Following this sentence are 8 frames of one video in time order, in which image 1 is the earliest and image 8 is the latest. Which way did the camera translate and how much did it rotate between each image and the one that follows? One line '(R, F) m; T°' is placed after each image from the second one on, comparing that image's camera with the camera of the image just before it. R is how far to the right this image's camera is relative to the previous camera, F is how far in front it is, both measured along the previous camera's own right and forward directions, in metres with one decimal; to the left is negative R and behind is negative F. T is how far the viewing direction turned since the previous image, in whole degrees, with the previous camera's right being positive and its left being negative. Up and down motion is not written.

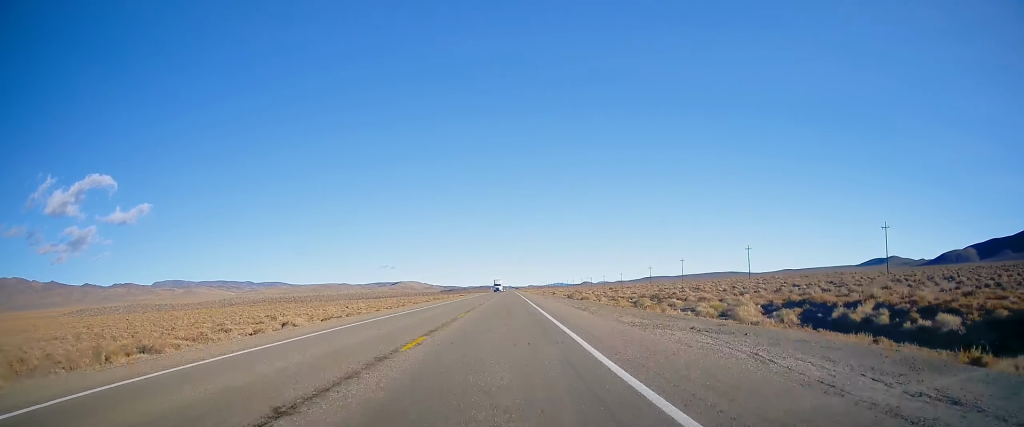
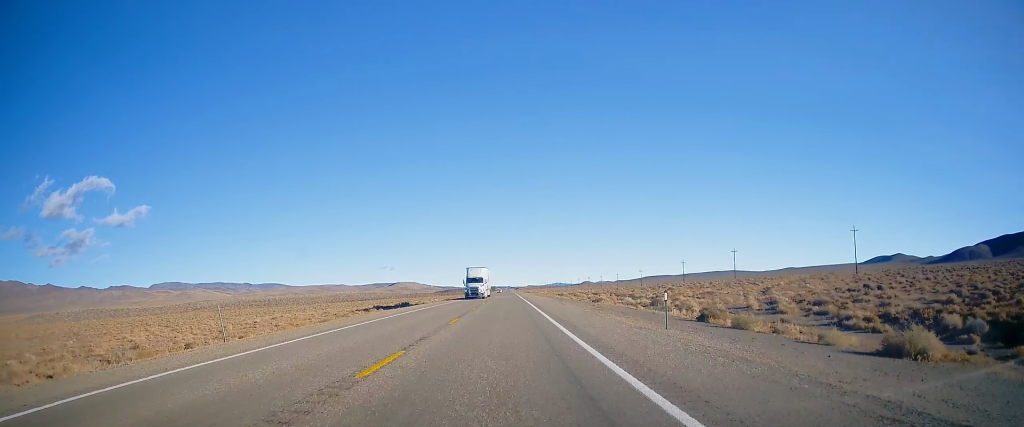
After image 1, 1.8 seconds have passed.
(-0.4, +64.3) m; 0°
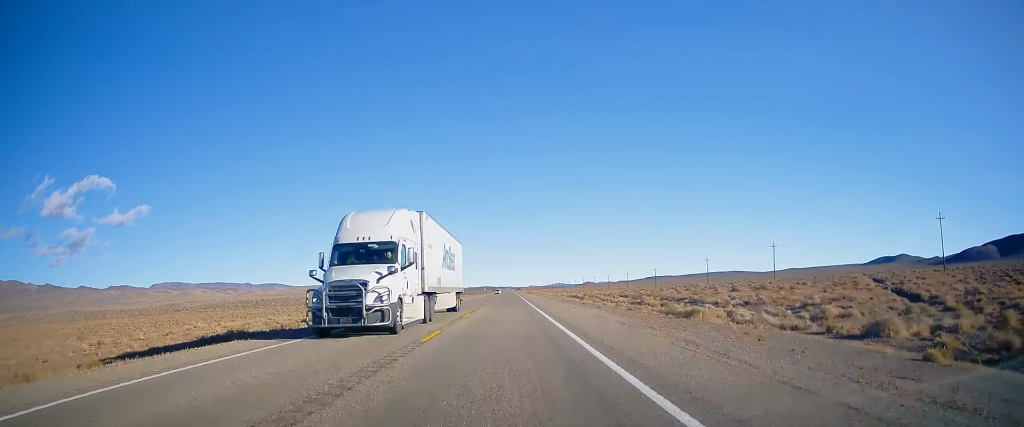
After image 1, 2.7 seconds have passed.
(0.0, +30.6) m; 0°
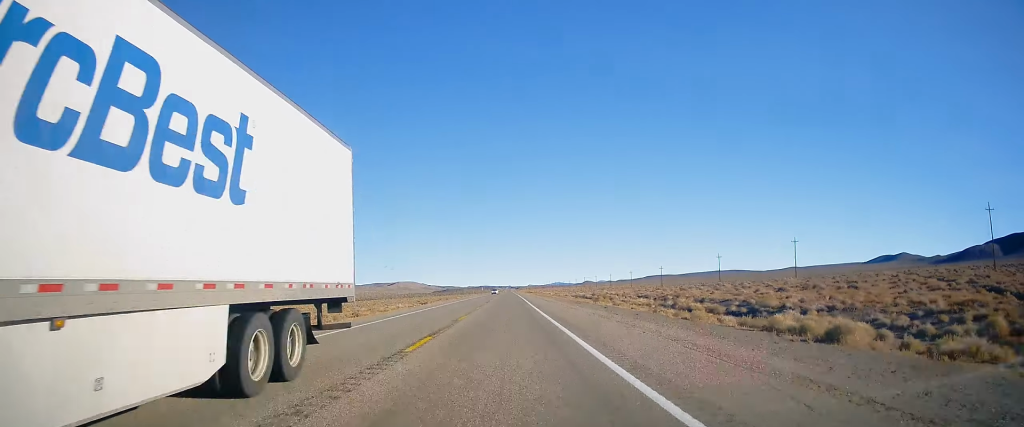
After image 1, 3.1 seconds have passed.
(0.0, +14.1) m; 0°
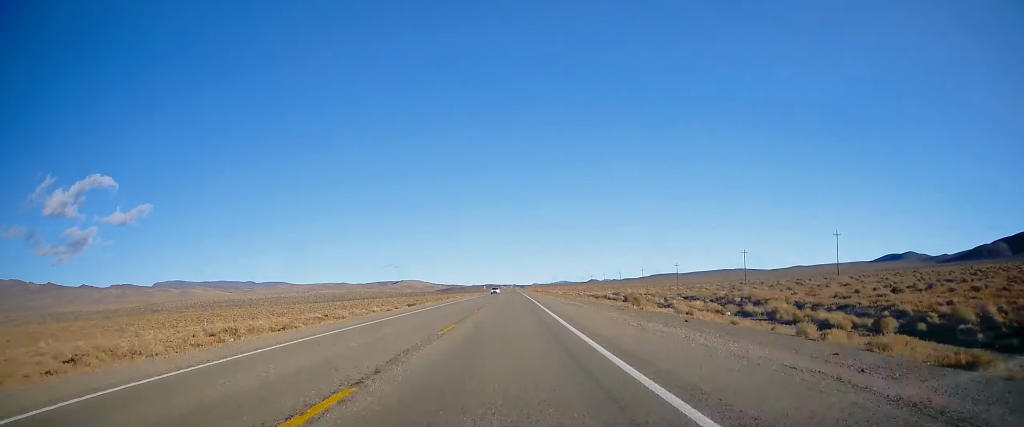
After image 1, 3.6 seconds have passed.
(0.0, +20.0) m; 0°
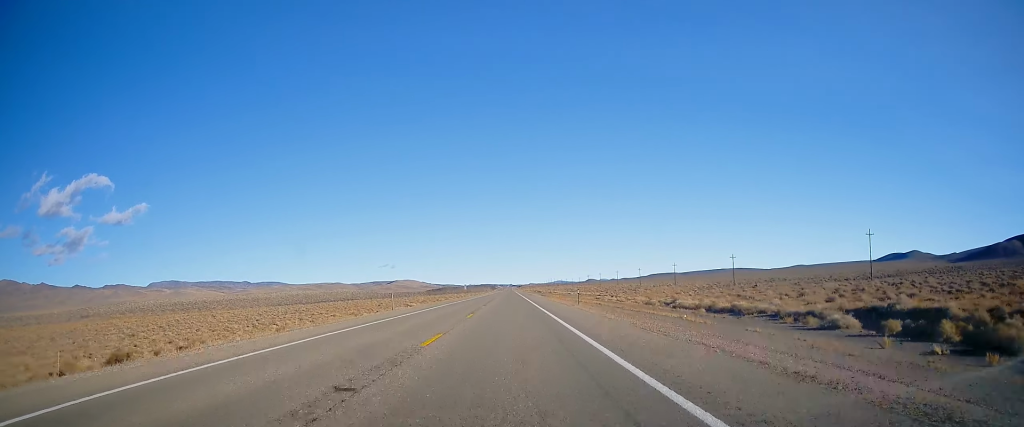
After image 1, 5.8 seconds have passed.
(+0.3, +75.7) m; 0°
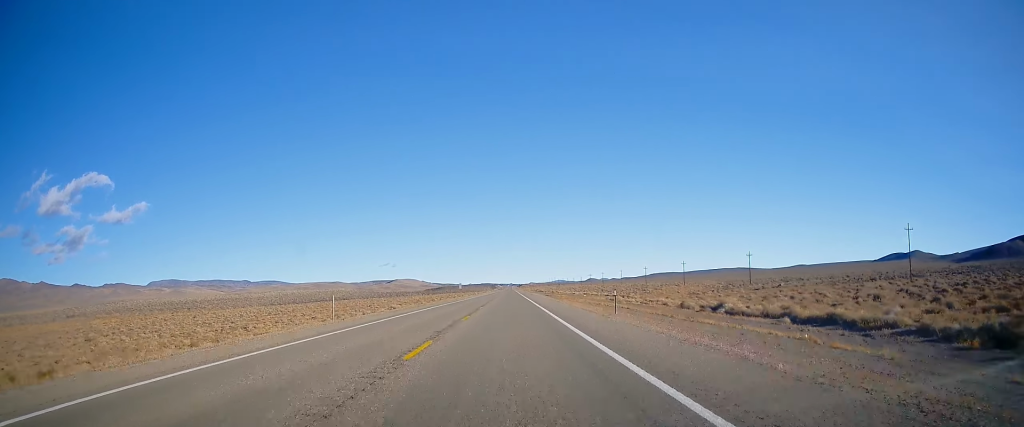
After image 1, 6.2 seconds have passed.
(+0.1, +14.3) m; 0°
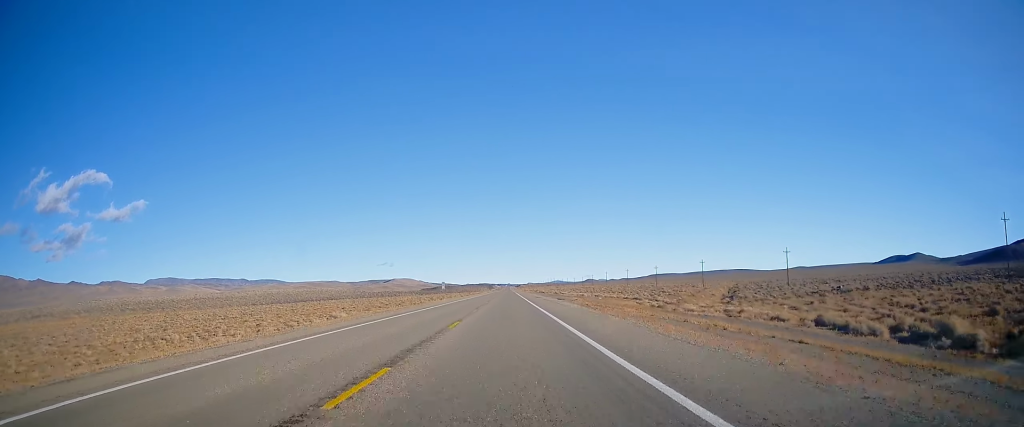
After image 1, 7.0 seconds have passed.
(-0.5, +28.6) m; 0°
